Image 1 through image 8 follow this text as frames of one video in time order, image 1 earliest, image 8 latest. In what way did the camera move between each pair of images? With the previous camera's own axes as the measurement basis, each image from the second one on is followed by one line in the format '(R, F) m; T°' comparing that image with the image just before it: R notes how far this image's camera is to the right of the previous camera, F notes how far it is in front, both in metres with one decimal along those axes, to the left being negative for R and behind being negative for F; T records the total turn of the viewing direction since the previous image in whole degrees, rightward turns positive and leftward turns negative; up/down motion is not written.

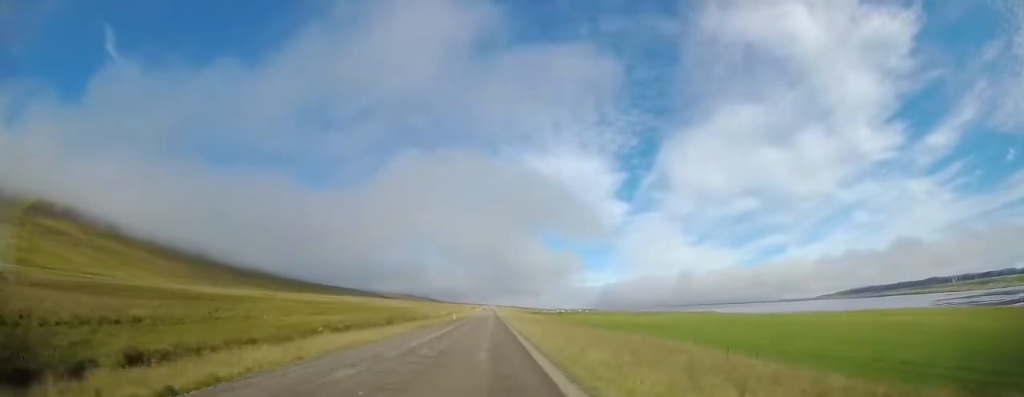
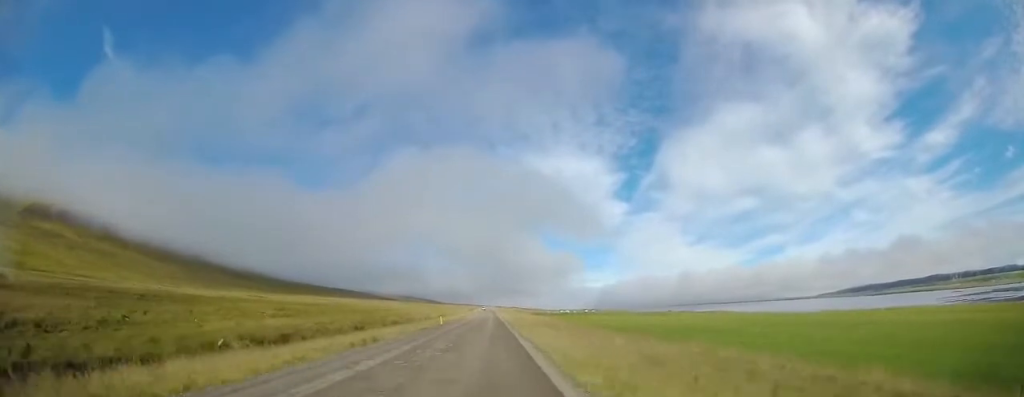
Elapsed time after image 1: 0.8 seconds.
(-0.2, +13.9) m; 0°
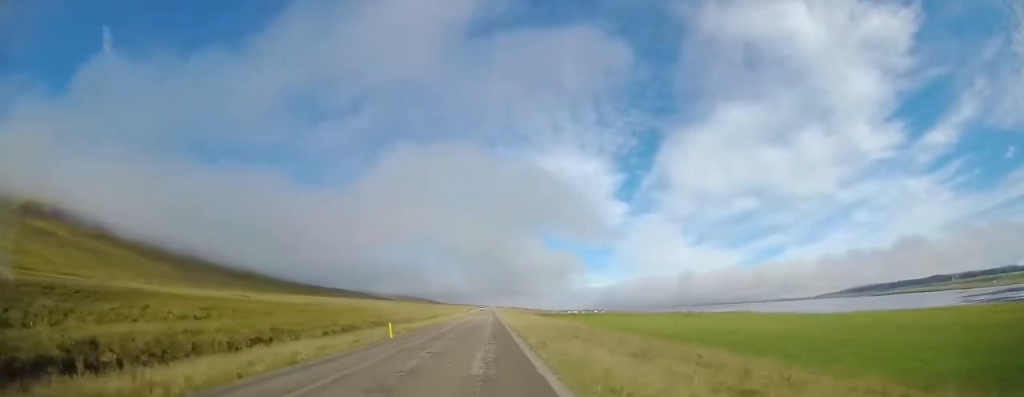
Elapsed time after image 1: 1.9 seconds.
(+0.1, +20.1) m; 0°
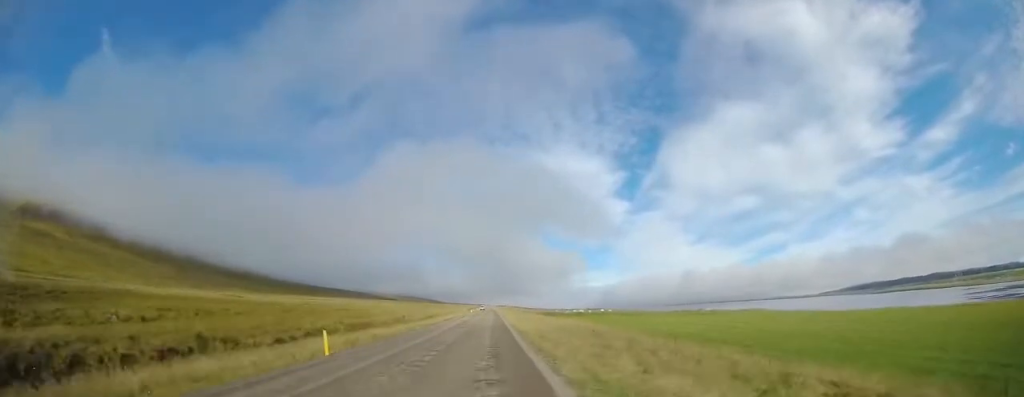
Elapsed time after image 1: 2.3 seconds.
(0.0, +8.7) m; 0°
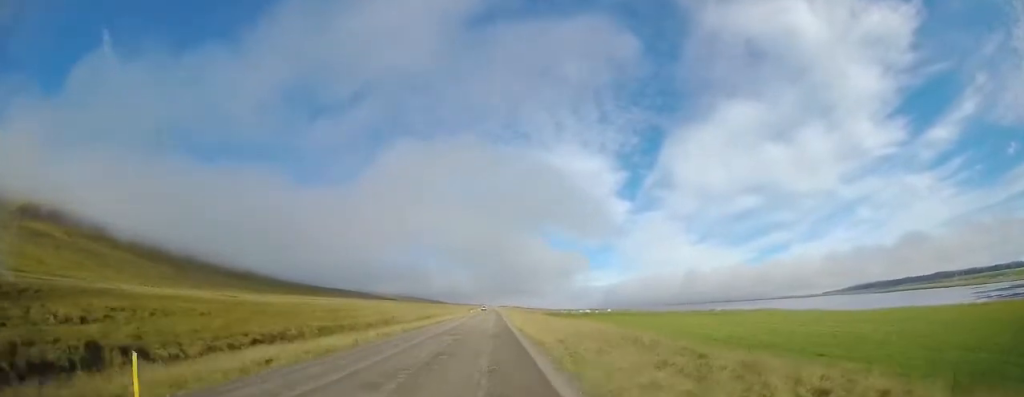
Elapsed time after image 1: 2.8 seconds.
(-0.1, +8.2) m; 0°
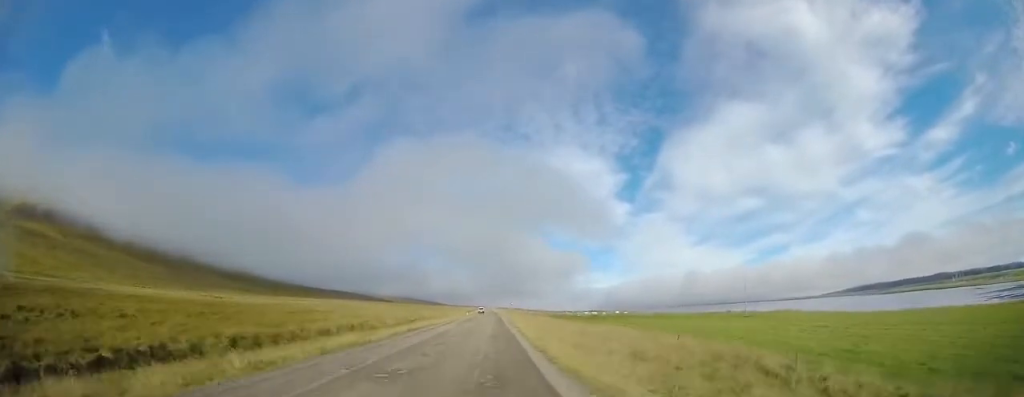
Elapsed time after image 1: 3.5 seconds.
(0.0, +13.2) m; 0°
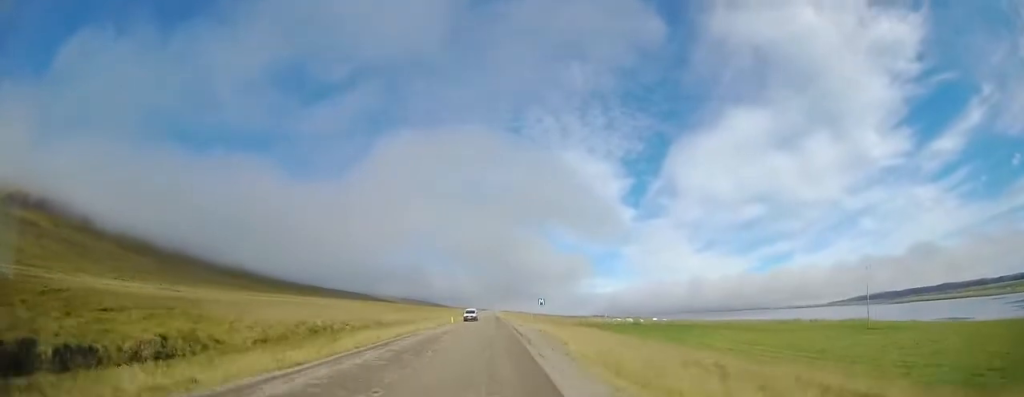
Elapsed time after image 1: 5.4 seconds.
(+0.3, +37.0) m; 0°
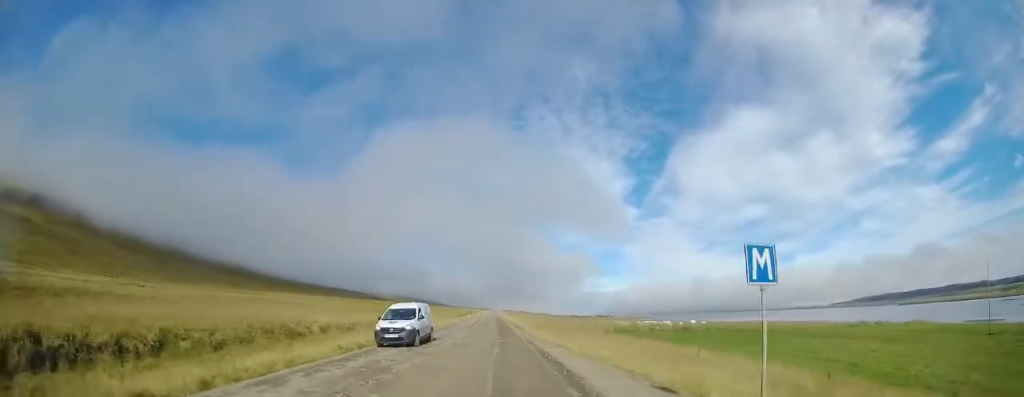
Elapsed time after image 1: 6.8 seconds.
(0.0, +25.0) m; 0°
